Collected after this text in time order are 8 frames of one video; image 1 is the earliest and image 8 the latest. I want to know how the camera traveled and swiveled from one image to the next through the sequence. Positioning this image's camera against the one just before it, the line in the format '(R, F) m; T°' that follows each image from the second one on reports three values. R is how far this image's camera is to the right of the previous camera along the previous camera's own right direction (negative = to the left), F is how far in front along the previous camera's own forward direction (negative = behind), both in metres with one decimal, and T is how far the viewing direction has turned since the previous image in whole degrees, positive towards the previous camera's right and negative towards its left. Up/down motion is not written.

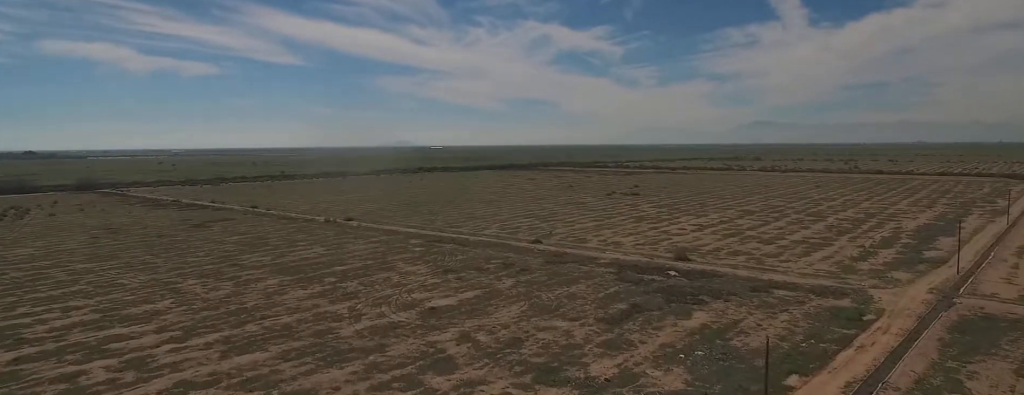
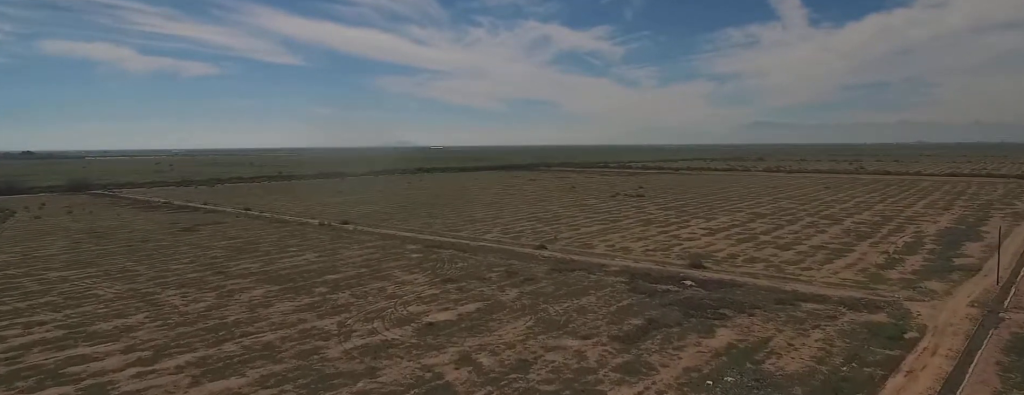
(0.0, +8.3) m; 0°
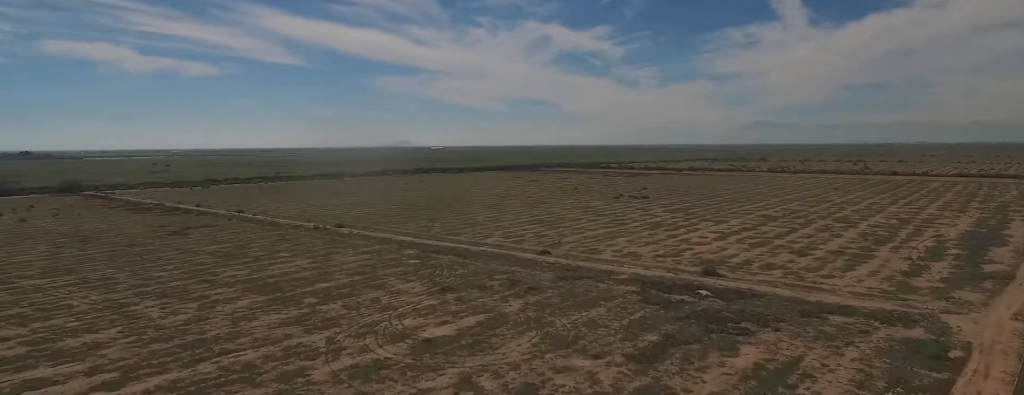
(0.0, +7.3) m; 0°
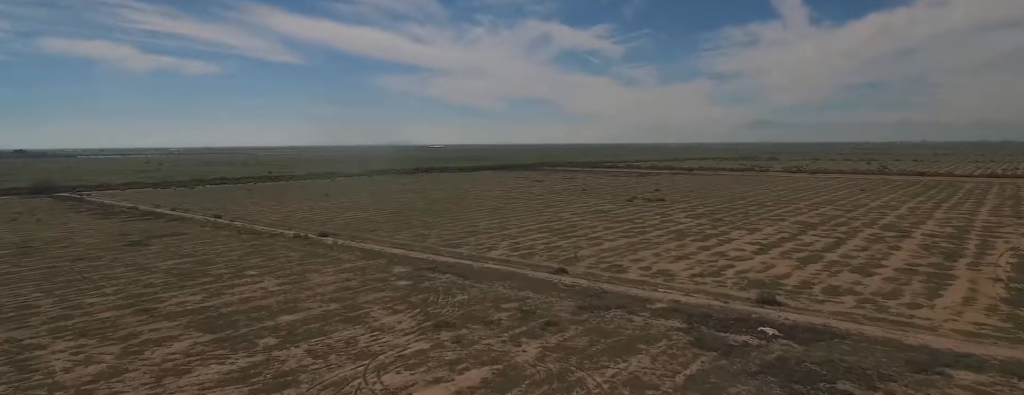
(+0.1, +23.7) m; +2°
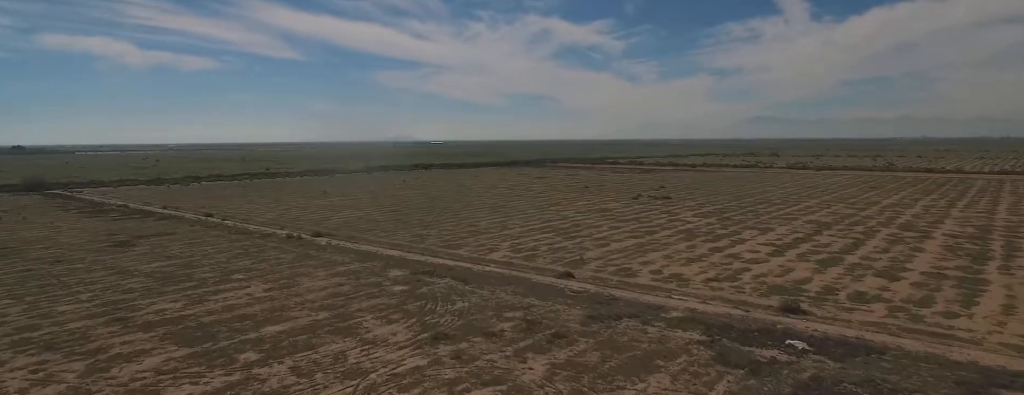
(-0.1, +8.5) m; +1°
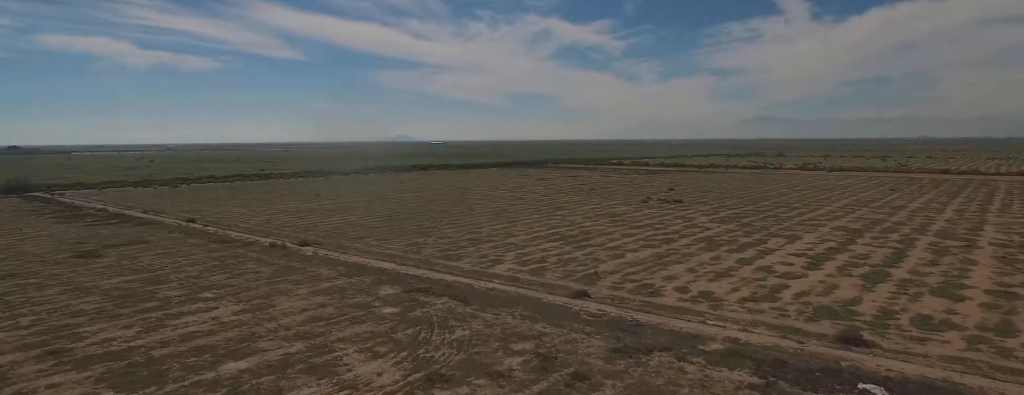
(+0.4, +11.2) m; 0°
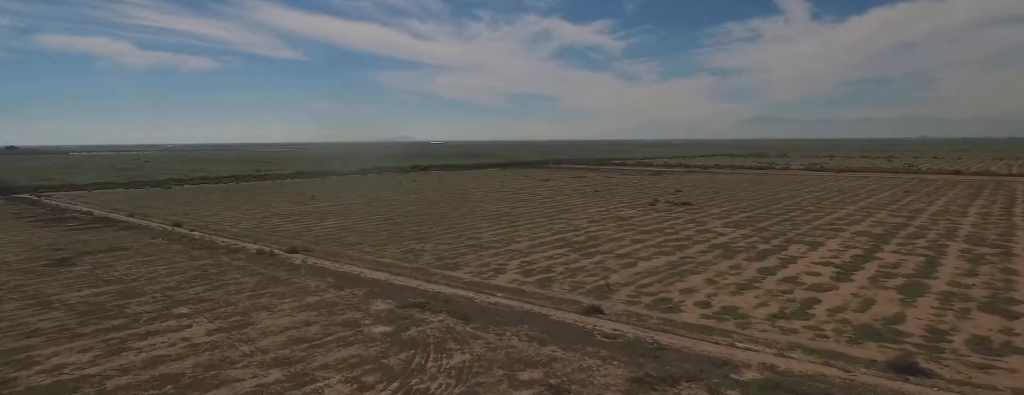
(-0.2, +8.4) m; 0°
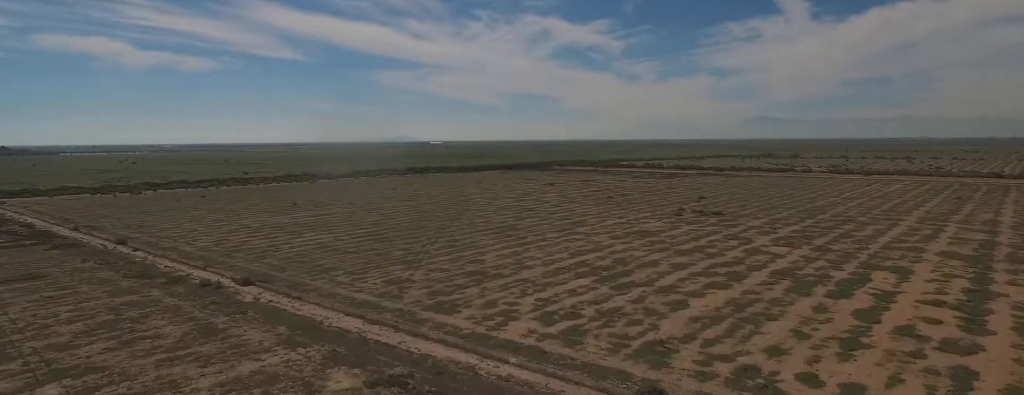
(+0.3, +28.5) m; +1°
